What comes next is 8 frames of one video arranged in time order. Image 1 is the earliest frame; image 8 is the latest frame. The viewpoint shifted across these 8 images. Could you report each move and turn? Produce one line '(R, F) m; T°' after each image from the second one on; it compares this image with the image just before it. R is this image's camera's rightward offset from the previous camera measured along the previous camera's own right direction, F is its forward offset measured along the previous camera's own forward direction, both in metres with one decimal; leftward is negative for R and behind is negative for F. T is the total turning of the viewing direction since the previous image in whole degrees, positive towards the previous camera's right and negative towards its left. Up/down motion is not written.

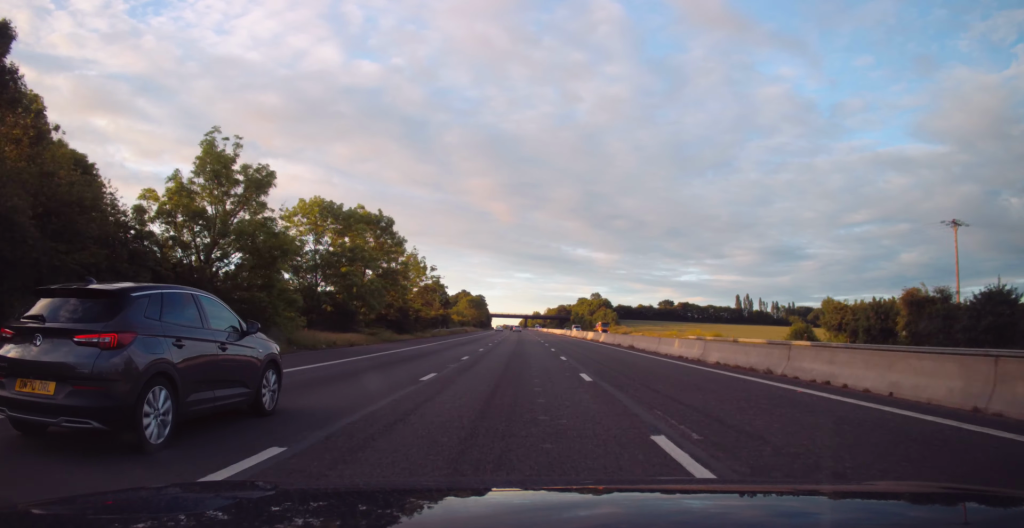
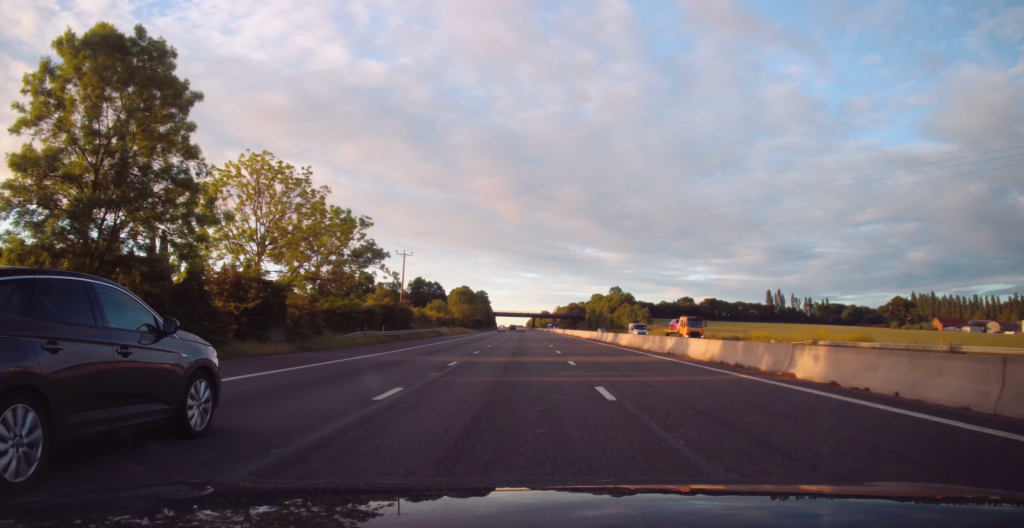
(0.0, +40.1) m; 0°
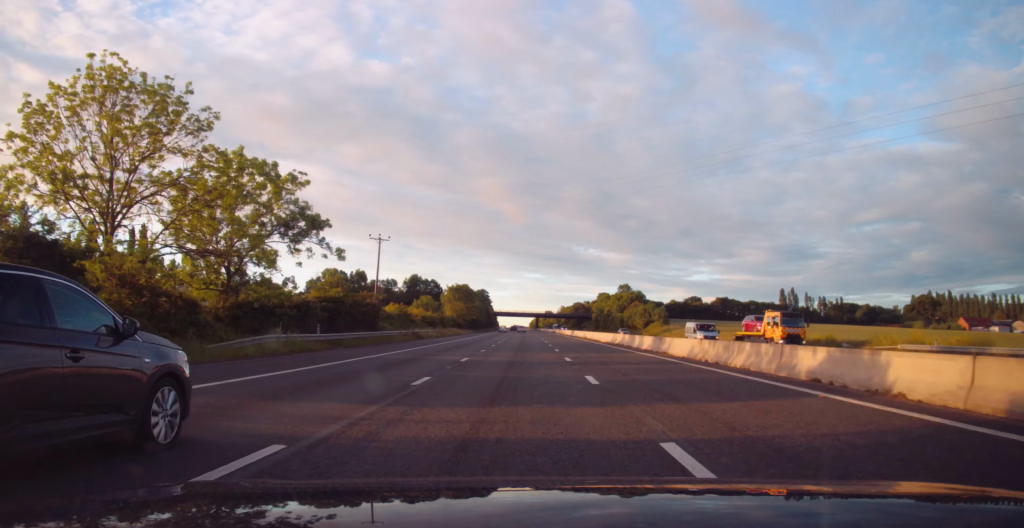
(+0.1, +15.2) m; 0°
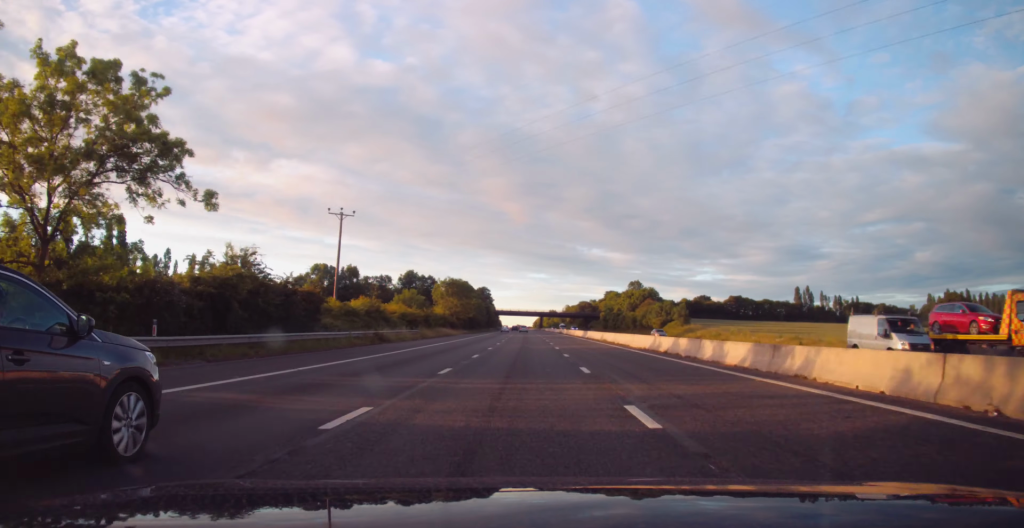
(0.0, +15.2) m; 0°
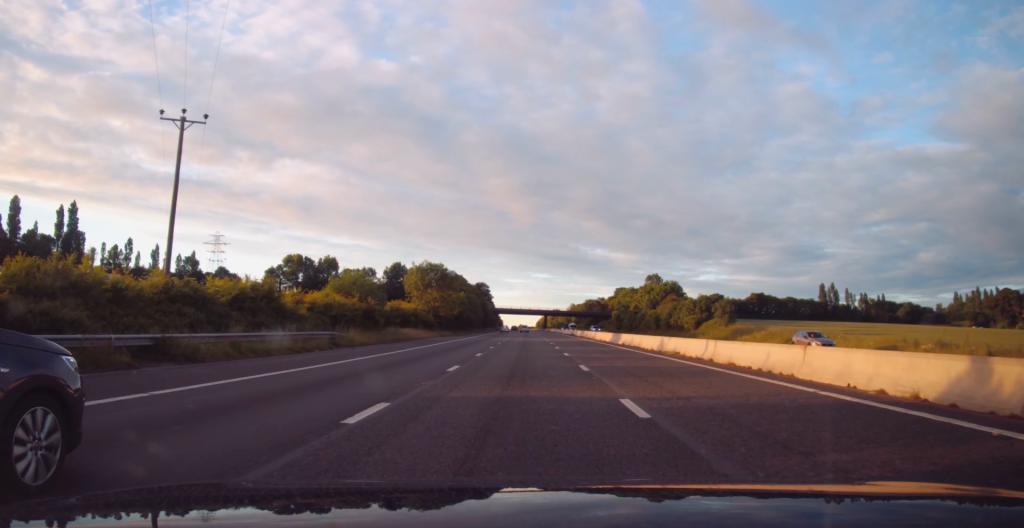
(-0.4, +26.0) m; 0°
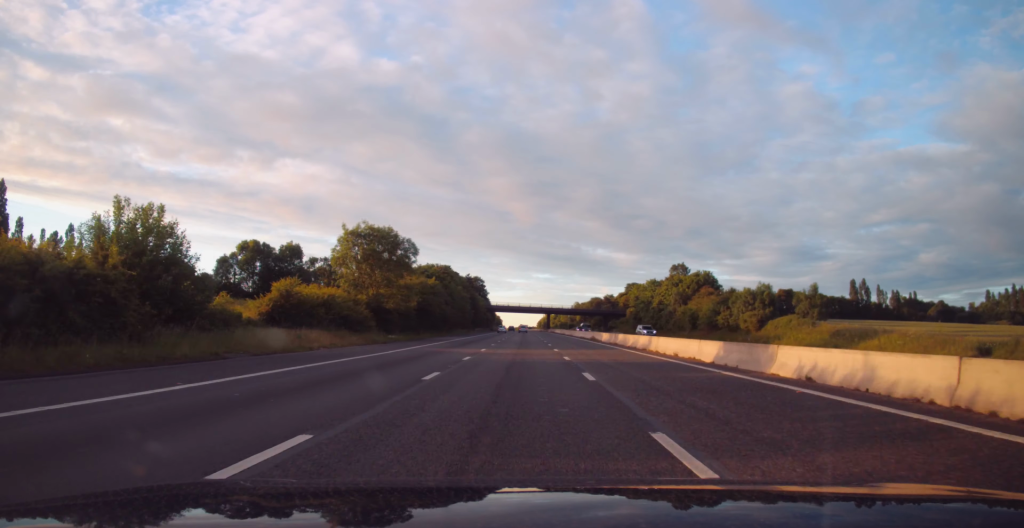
(+0.2, +30.3) m; 0°
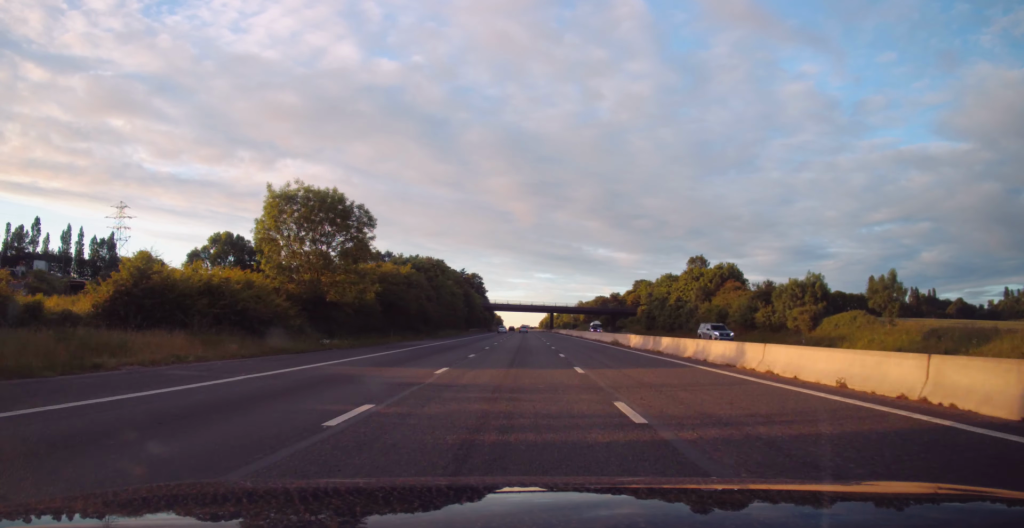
(0.0, +15.1) m; 0°
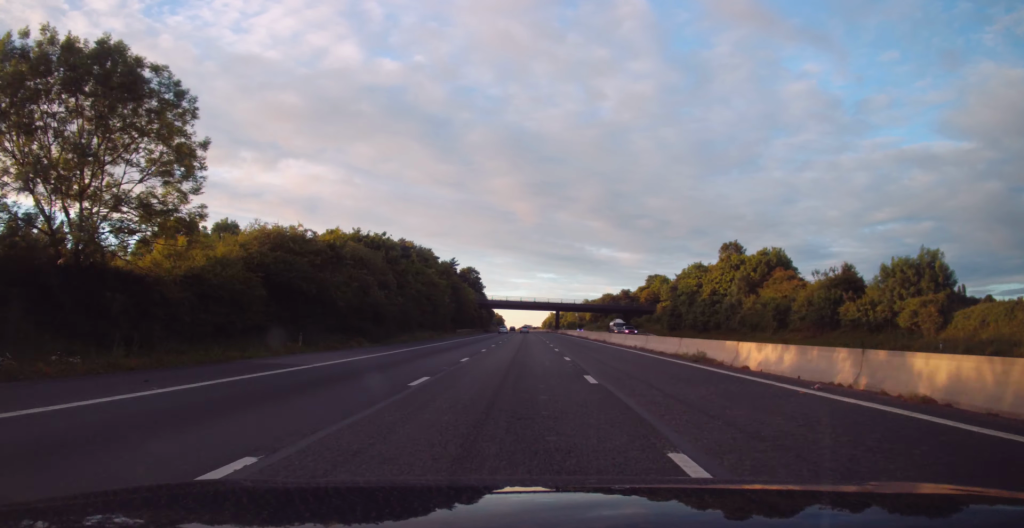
(+0.1, +21.6) m; -1°
